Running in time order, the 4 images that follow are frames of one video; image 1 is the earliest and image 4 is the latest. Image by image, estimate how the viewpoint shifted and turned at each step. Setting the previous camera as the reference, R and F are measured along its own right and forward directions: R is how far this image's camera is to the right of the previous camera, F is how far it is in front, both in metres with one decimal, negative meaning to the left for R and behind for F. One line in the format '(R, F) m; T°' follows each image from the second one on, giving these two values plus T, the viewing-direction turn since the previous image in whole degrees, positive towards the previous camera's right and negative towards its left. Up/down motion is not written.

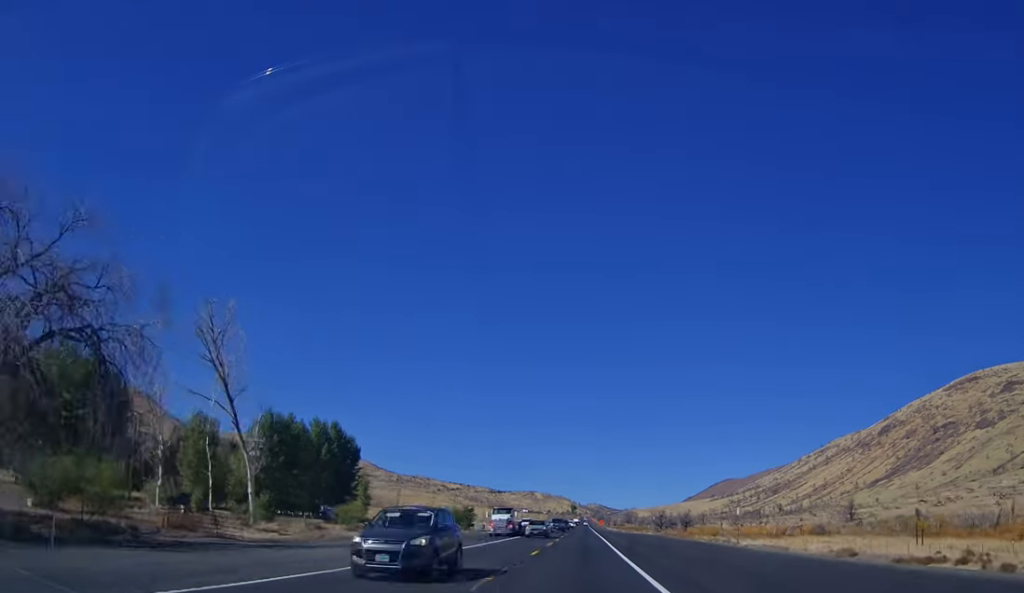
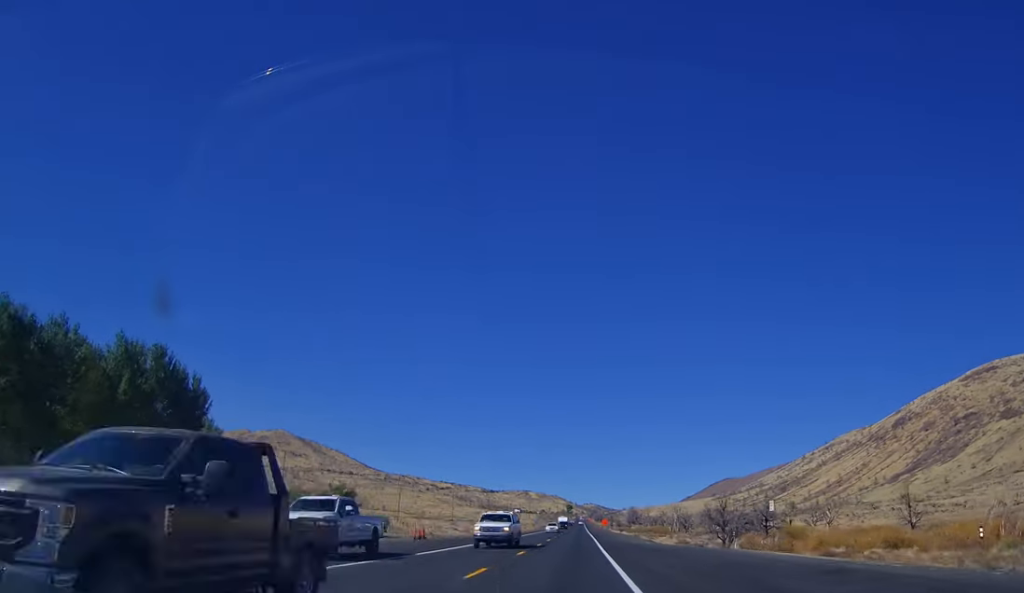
(+0.2, +73.7) m; 0°
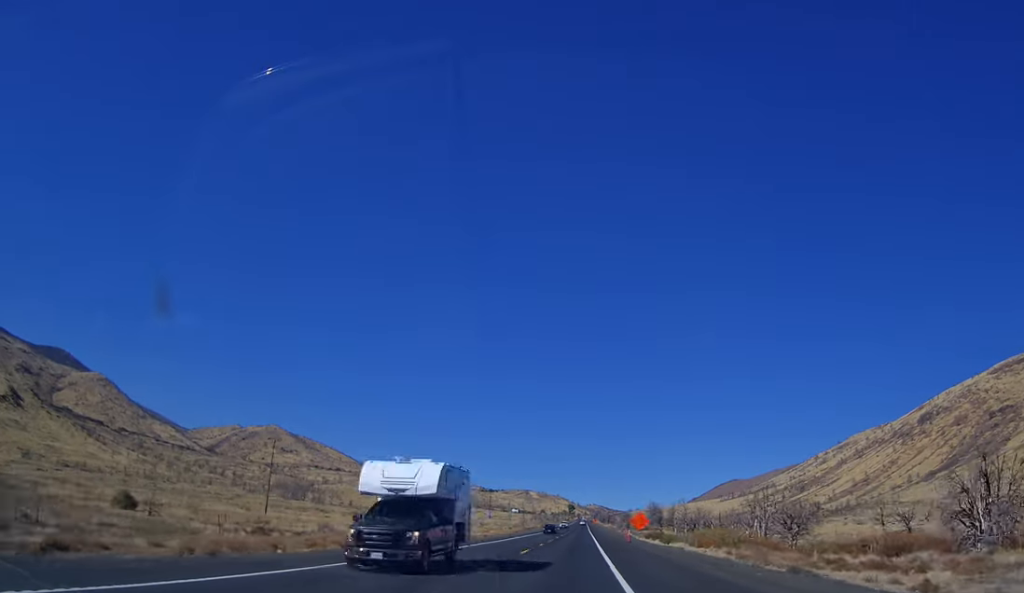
(-0.4, +85.3) m; -1°
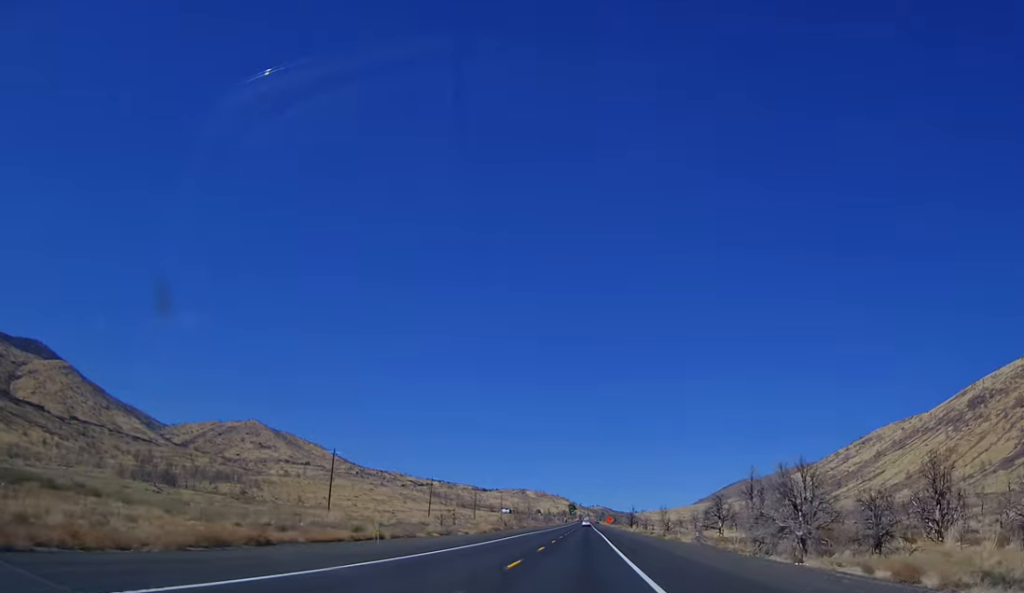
(0.0, +145.3) m; 0°
